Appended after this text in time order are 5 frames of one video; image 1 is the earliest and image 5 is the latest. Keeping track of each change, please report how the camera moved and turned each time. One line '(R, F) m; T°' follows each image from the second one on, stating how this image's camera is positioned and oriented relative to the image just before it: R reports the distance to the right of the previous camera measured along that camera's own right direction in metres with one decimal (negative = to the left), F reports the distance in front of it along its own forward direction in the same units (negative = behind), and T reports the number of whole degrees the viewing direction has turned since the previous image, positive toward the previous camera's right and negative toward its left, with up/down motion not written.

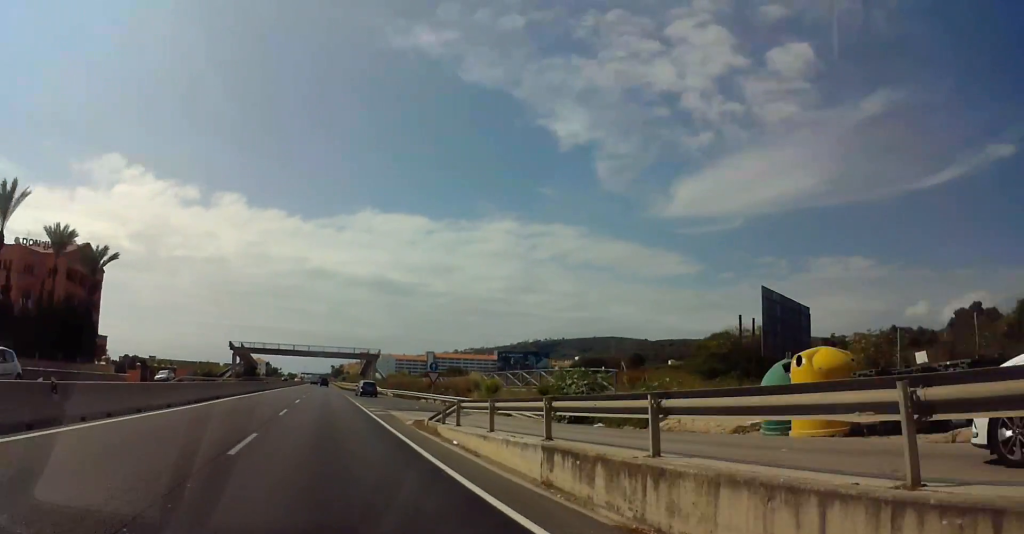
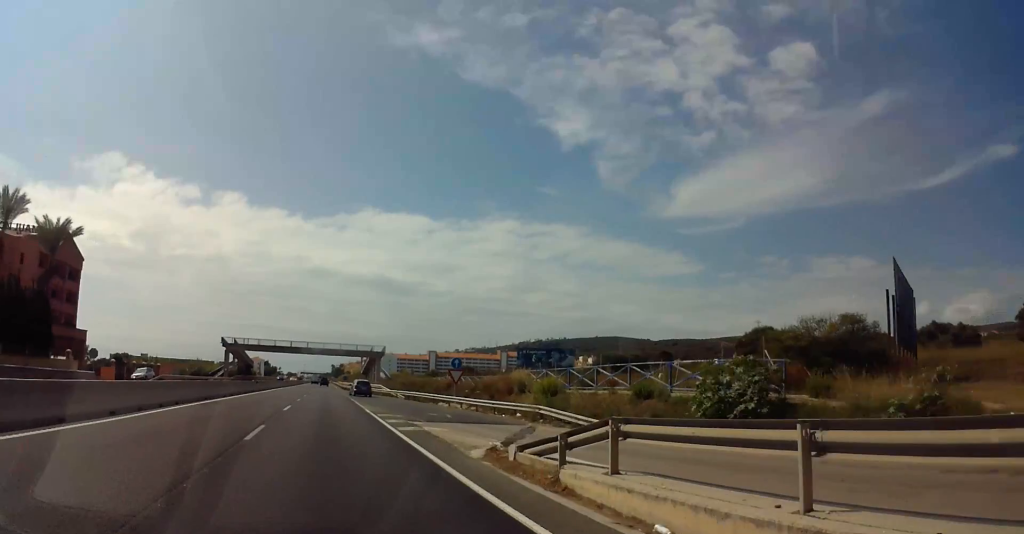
(-0.1, +10.6) m; 0°
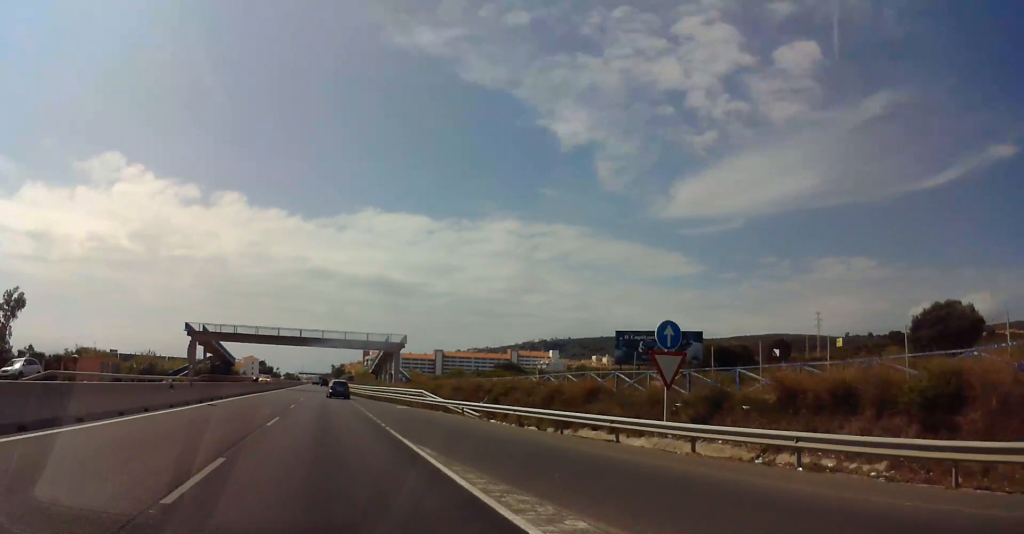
(0.0, +33.2) m; 0°
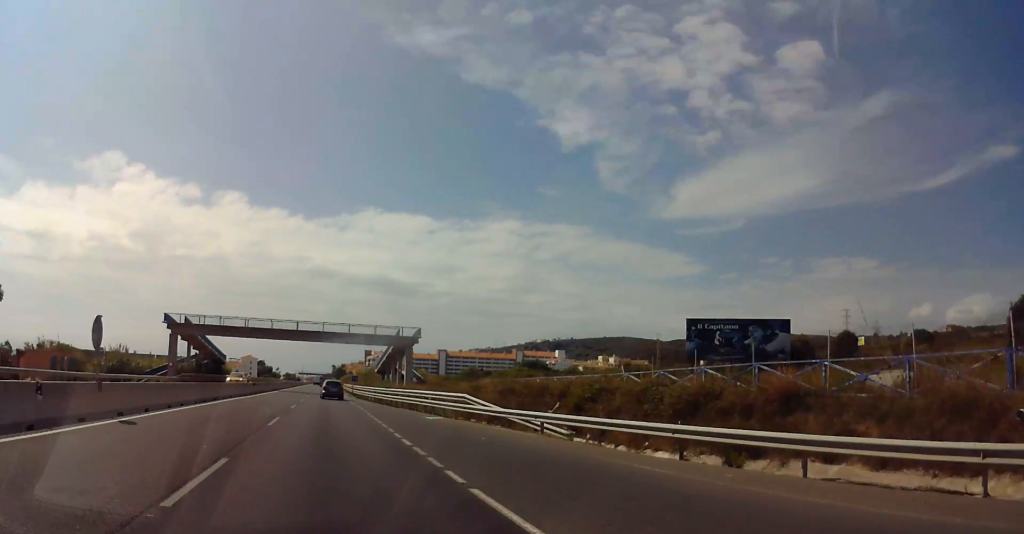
(0.0, +12.5) m; 0°
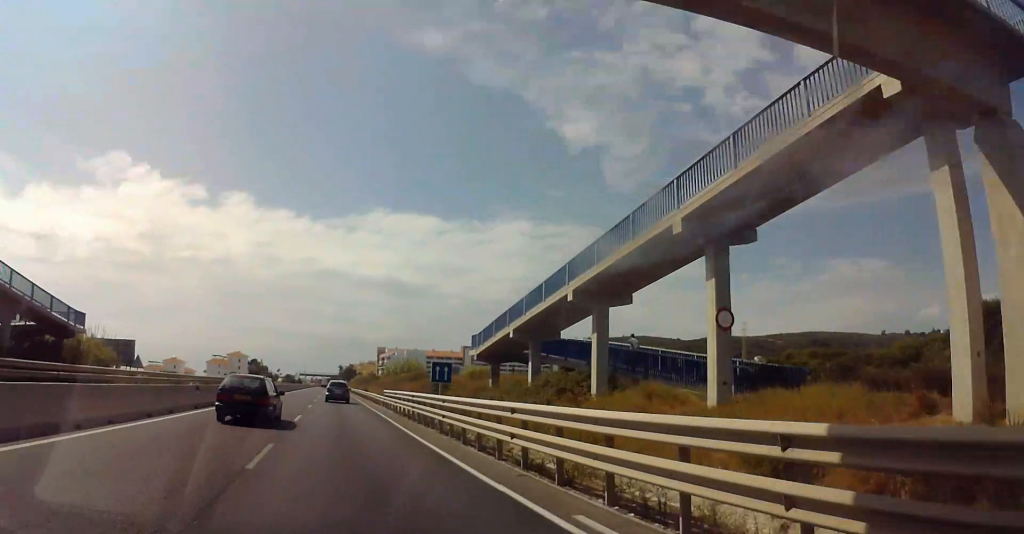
(+0.6, +73.6) m; +2°
